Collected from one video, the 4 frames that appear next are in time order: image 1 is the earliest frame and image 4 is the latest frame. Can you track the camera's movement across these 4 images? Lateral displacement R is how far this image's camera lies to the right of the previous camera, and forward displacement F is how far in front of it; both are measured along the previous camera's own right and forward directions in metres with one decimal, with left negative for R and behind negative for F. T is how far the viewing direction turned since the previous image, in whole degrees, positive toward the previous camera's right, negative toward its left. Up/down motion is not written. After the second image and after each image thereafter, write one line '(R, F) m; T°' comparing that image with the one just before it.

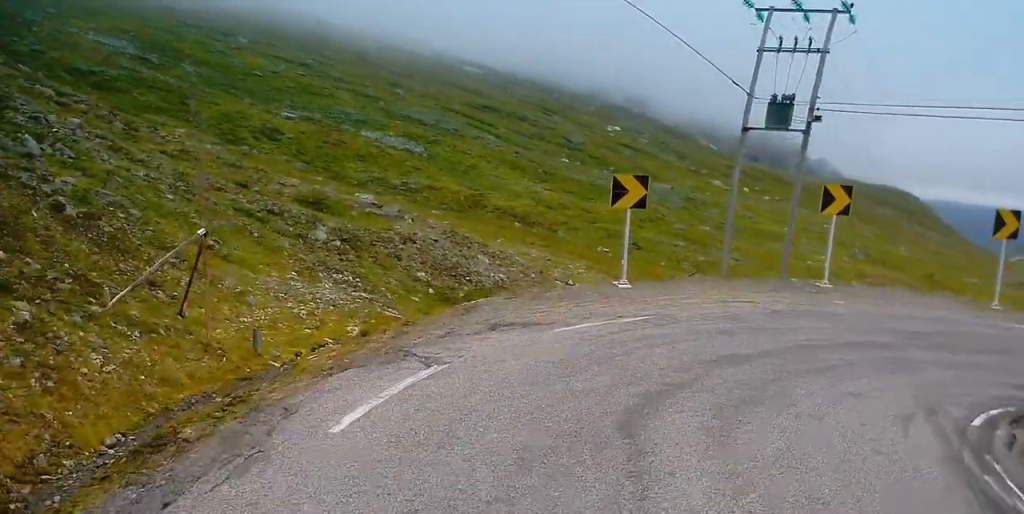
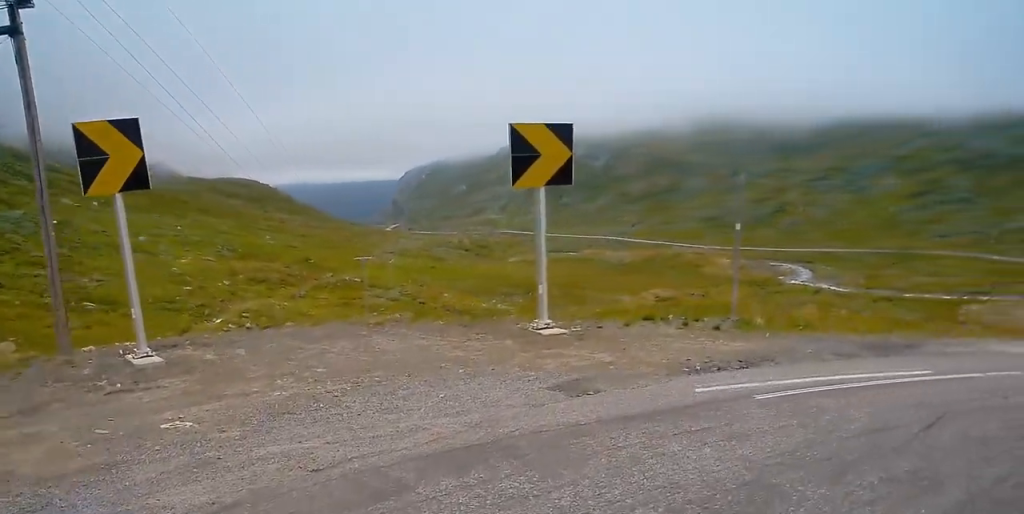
(+6.5, +11.6) m; +69°
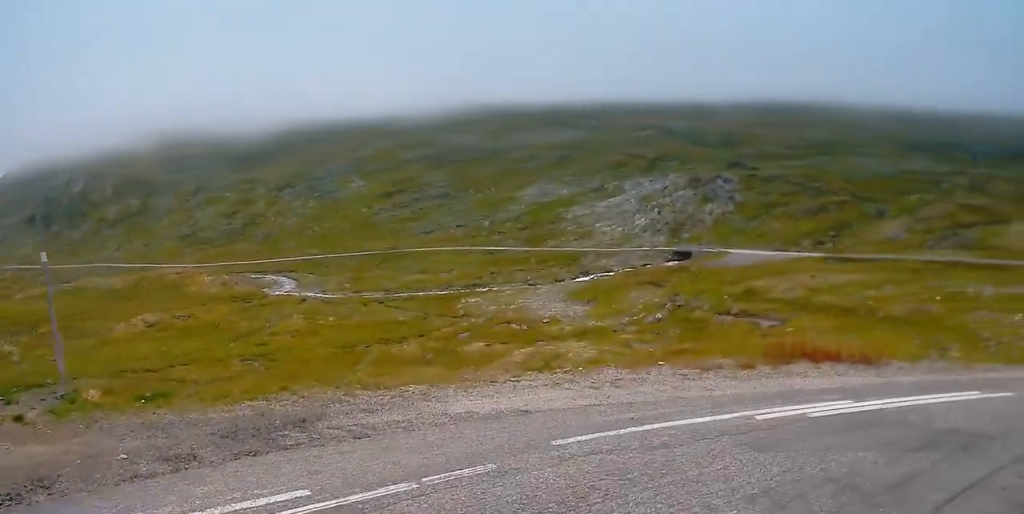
(+2.0, +4.4) m; +46°
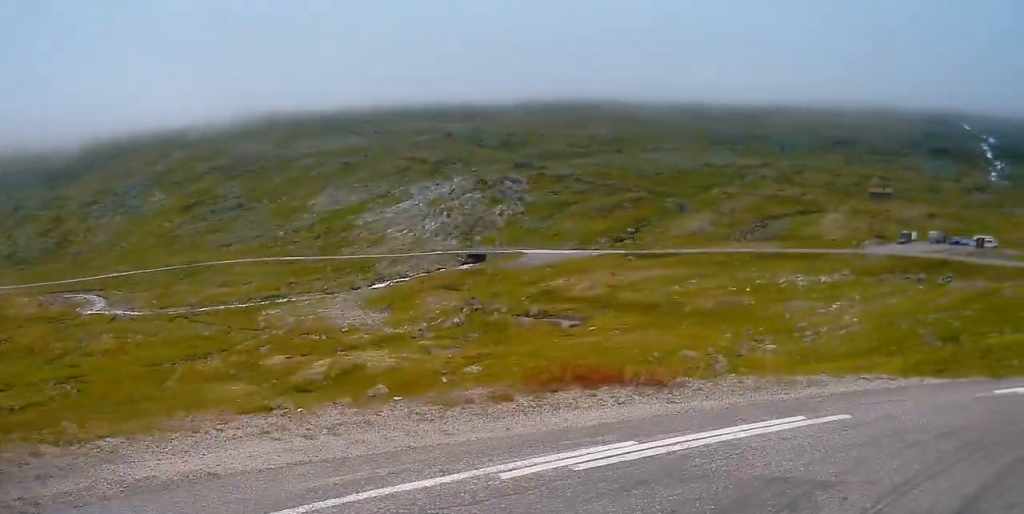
(+0.5, +1.8) m; +16°
